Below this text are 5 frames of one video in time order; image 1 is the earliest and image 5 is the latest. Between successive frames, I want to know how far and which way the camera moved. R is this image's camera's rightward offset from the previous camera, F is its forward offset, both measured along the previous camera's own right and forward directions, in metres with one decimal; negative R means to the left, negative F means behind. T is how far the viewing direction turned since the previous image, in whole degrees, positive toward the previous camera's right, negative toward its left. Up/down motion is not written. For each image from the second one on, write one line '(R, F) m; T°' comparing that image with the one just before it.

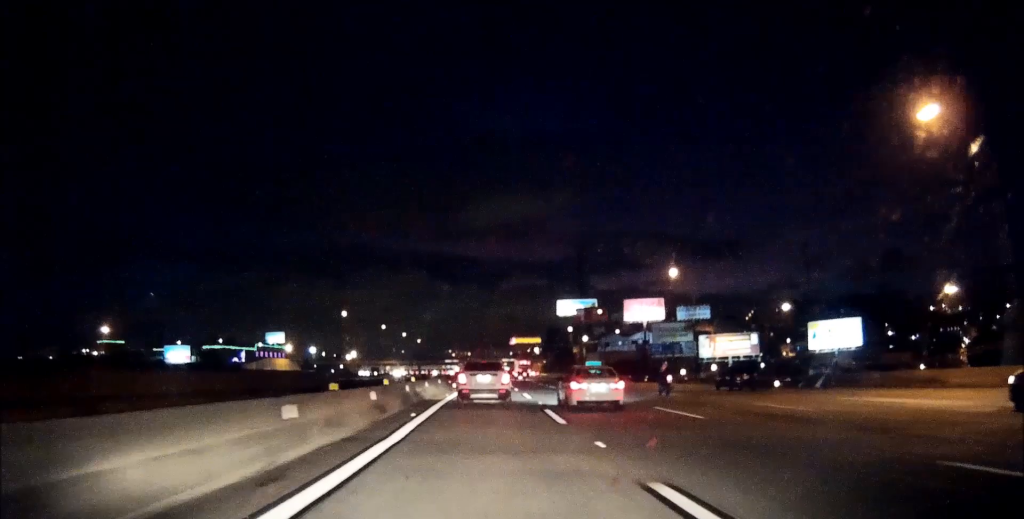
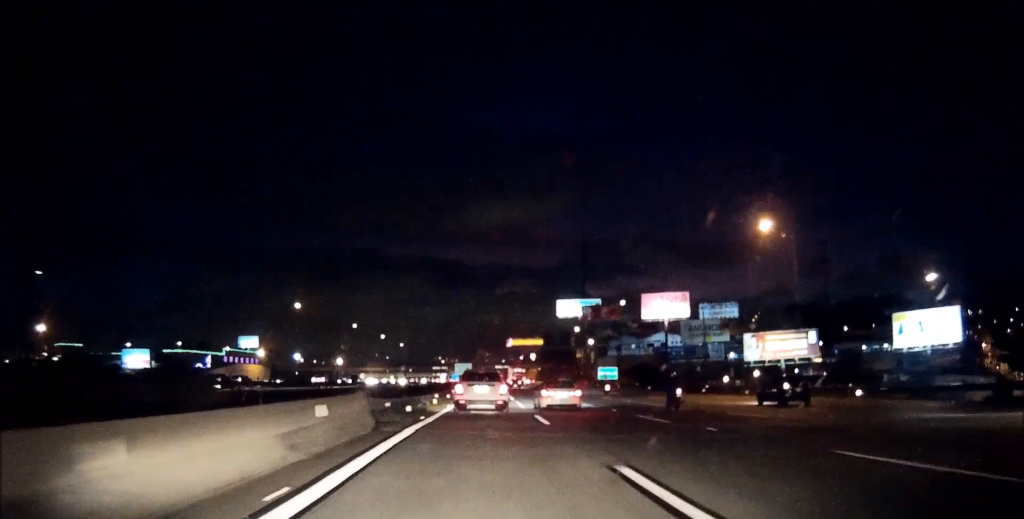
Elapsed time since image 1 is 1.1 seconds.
(0.0, +29.9) m; 0°
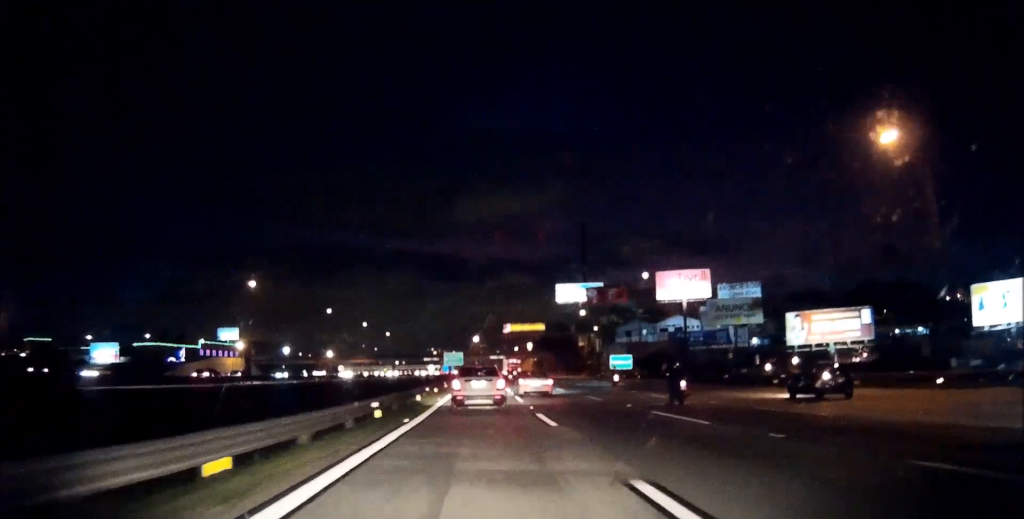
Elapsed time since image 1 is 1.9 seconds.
(0.0, +19.5) m; 0°
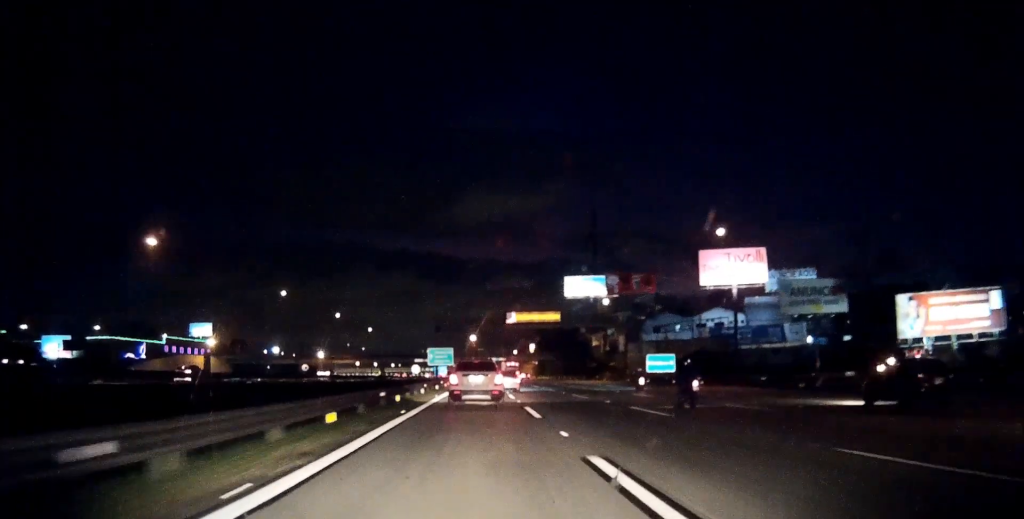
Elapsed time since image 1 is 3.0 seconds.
(+0.1, +29.4) m; 0°
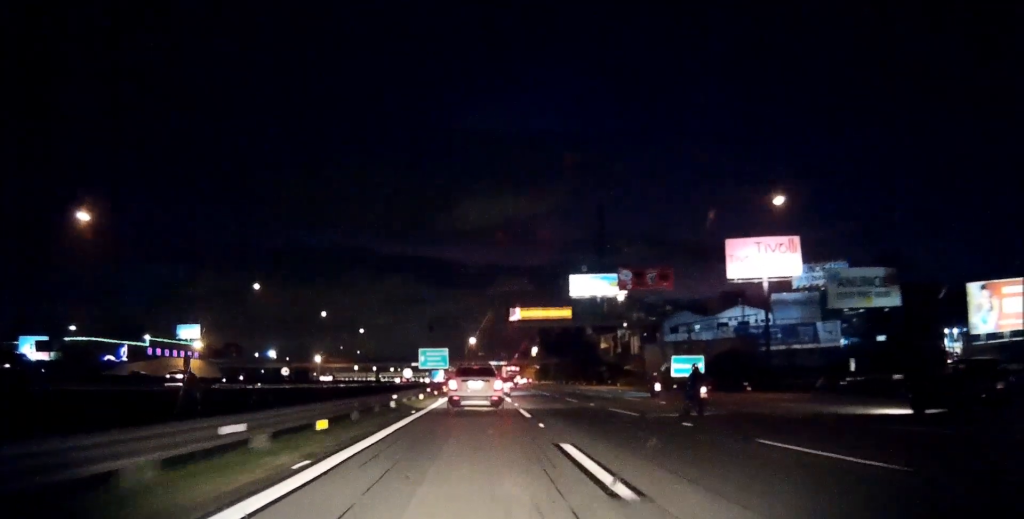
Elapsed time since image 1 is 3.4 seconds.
(0.0, +12.5) m; 0°
